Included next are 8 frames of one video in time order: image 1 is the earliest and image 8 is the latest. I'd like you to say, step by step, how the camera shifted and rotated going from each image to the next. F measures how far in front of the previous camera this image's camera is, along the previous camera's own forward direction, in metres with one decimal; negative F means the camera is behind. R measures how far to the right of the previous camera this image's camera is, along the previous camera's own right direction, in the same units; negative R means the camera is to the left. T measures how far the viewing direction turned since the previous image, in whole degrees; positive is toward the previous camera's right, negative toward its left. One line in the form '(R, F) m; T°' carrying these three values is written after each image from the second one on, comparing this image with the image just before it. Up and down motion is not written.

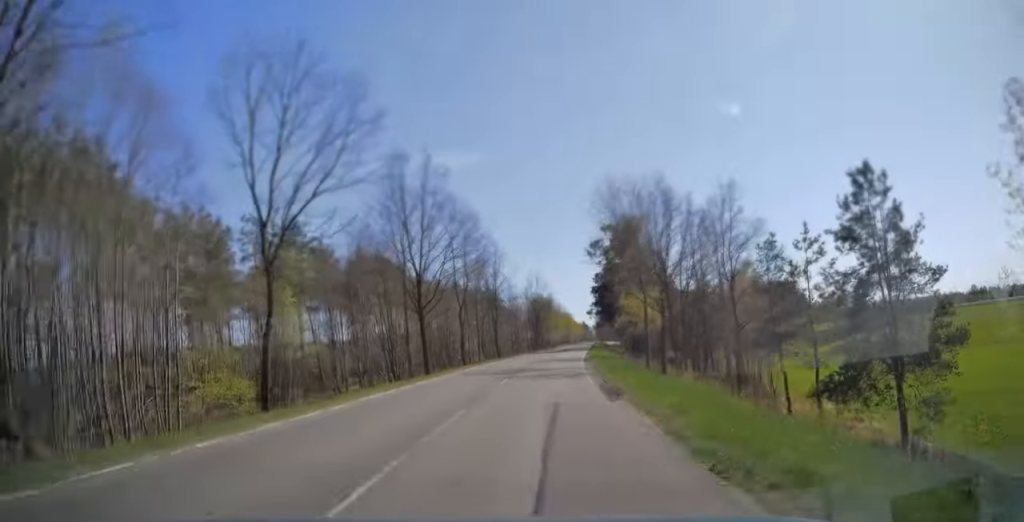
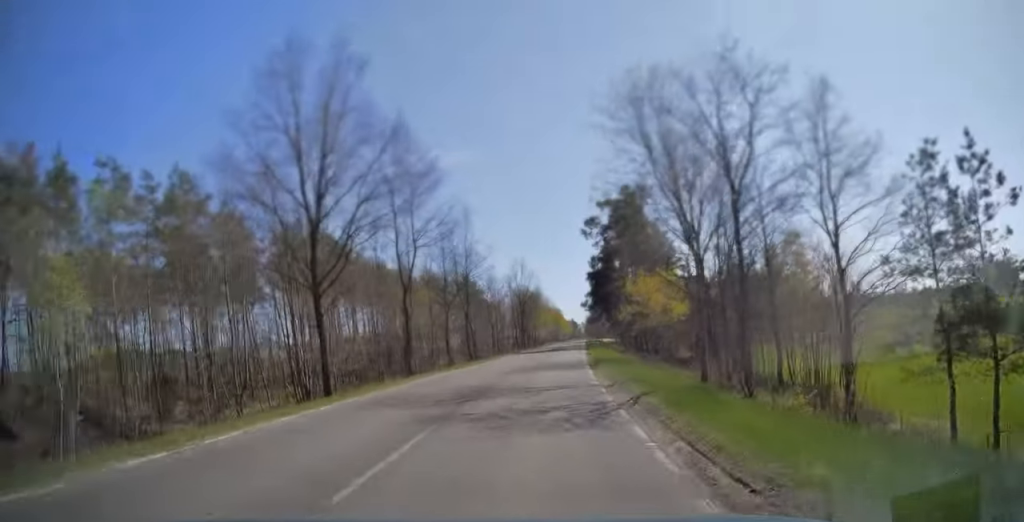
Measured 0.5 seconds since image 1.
(+0.2, +13.5) m; +1°
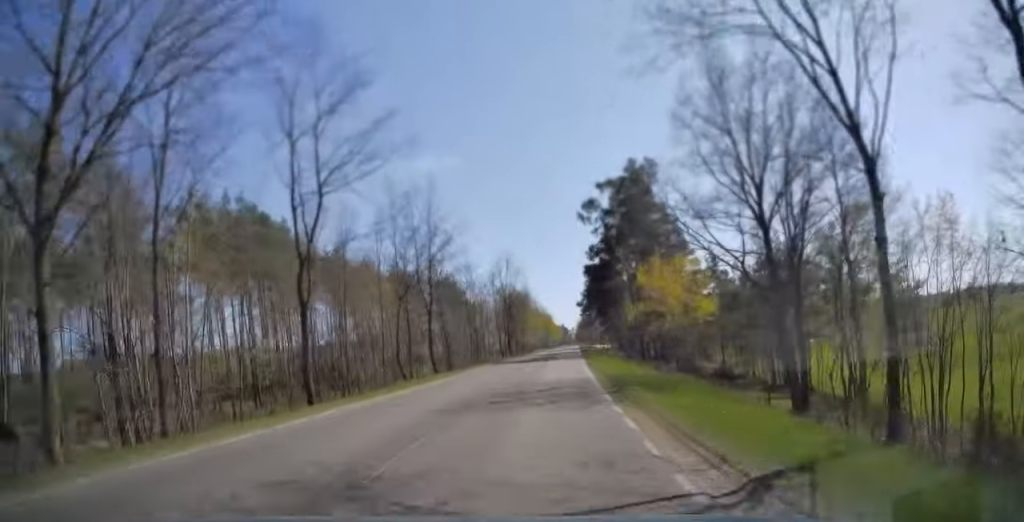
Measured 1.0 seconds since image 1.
(+0.1, +11.4) m; +1°
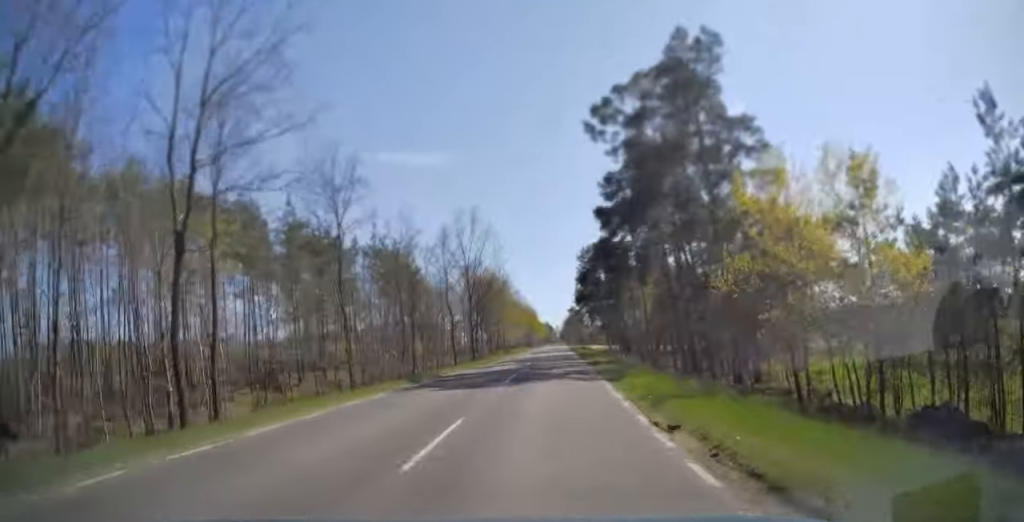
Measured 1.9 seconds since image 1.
(+0.3, +24.0) m; +1°
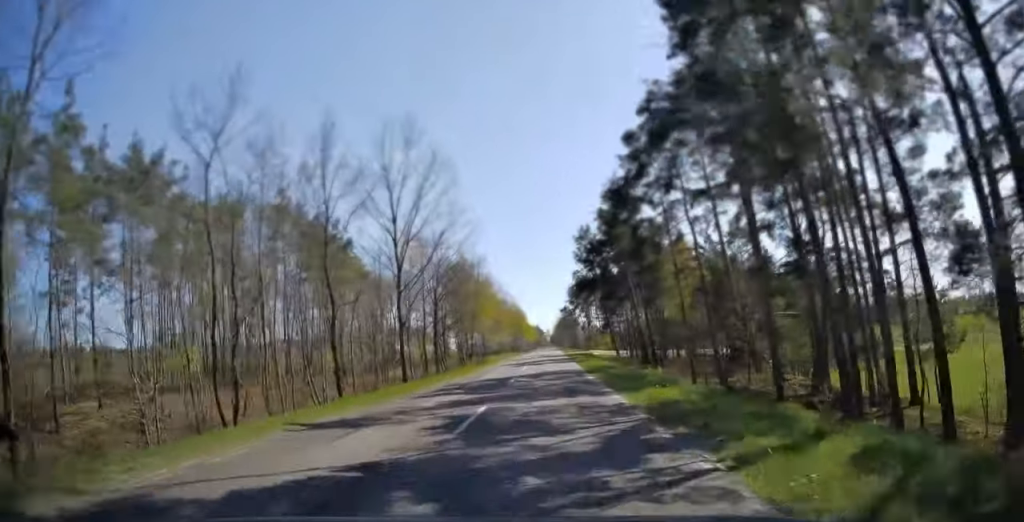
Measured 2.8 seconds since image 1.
(+0.2, +21.6) m; +1°
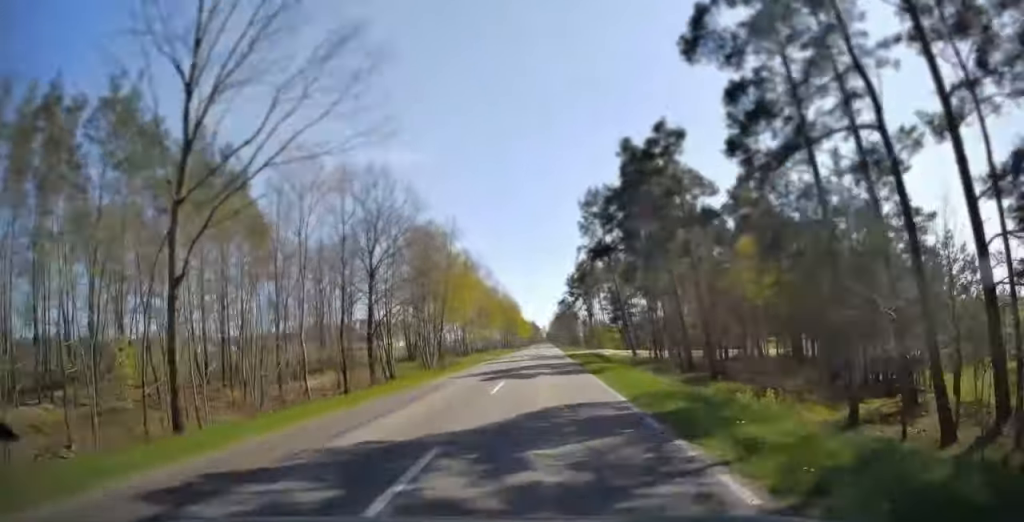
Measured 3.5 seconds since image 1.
(+0.1, +17.9) m; 0°
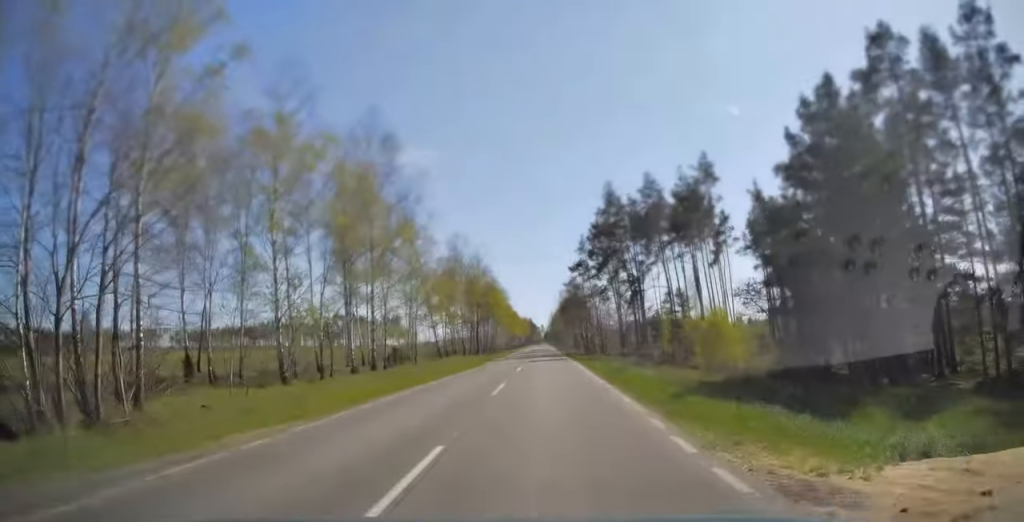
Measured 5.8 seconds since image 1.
(+0.1, +60.8) m; 0°
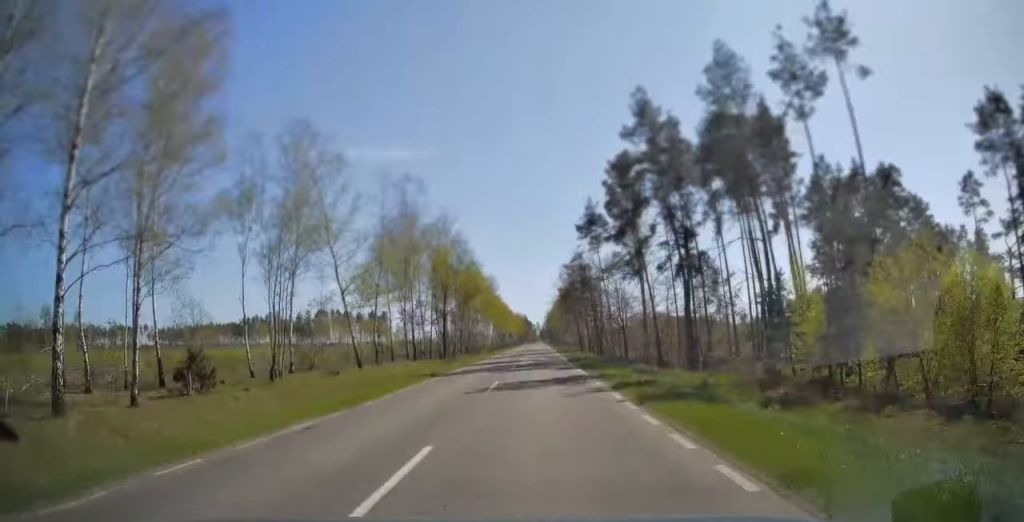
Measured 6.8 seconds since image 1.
(+0.1, +24.6) m; 0°
